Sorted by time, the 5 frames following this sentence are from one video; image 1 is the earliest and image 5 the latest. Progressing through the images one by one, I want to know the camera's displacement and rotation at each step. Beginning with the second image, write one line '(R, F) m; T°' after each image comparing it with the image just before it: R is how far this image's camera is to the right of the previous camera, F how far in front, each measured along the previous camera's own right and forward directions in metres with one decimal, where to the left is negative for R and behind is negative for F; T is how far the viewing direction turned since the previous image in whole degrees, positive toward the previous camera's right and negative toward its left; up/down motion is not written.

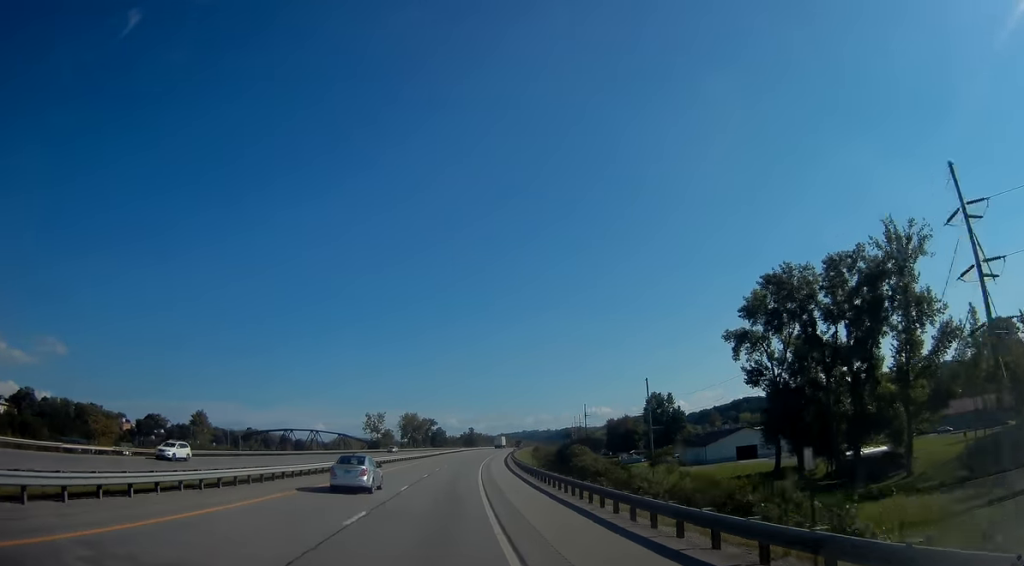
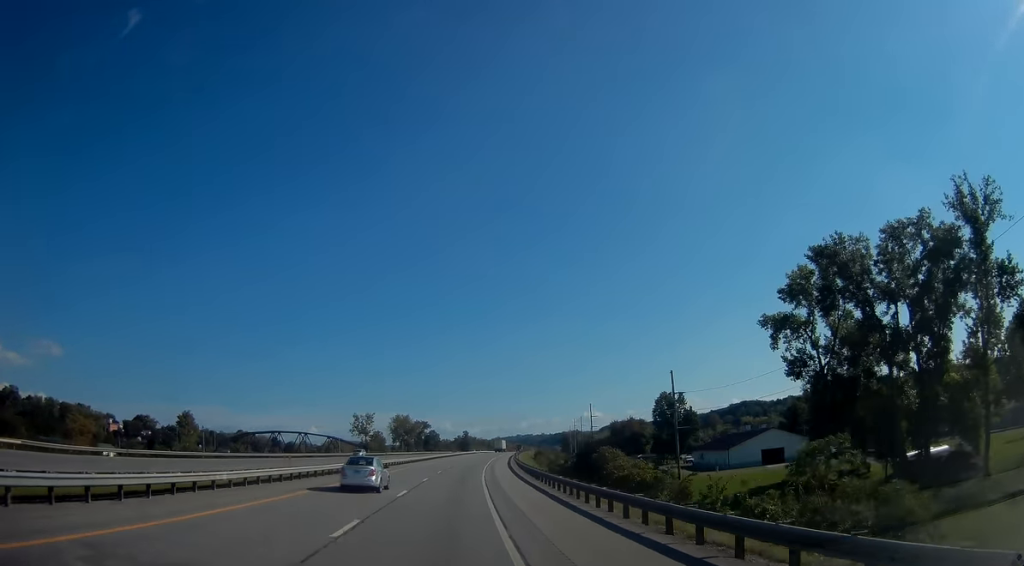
(-0.1, +14.2) m; +1°
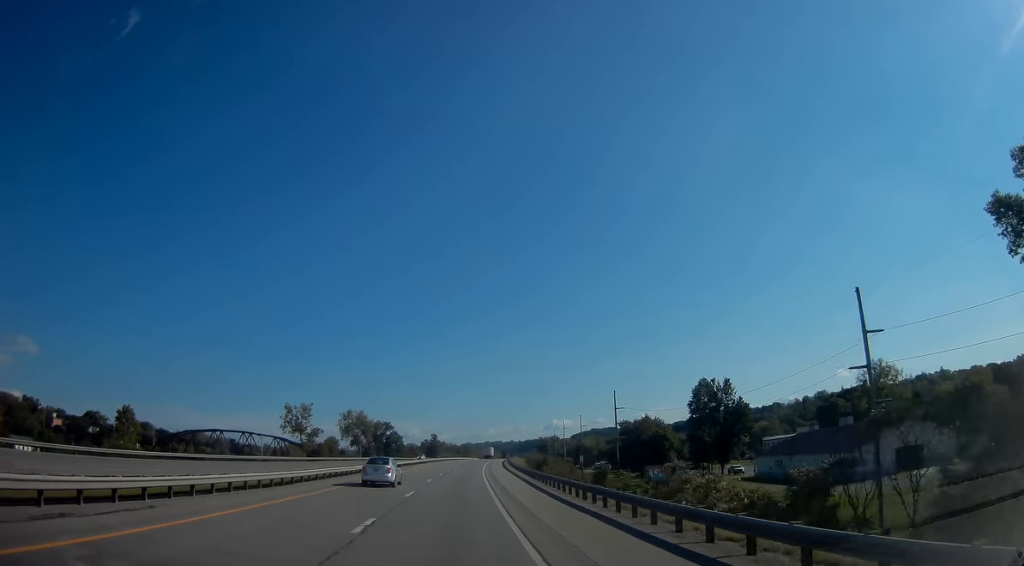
(+1.7, +47.9) m; +3°
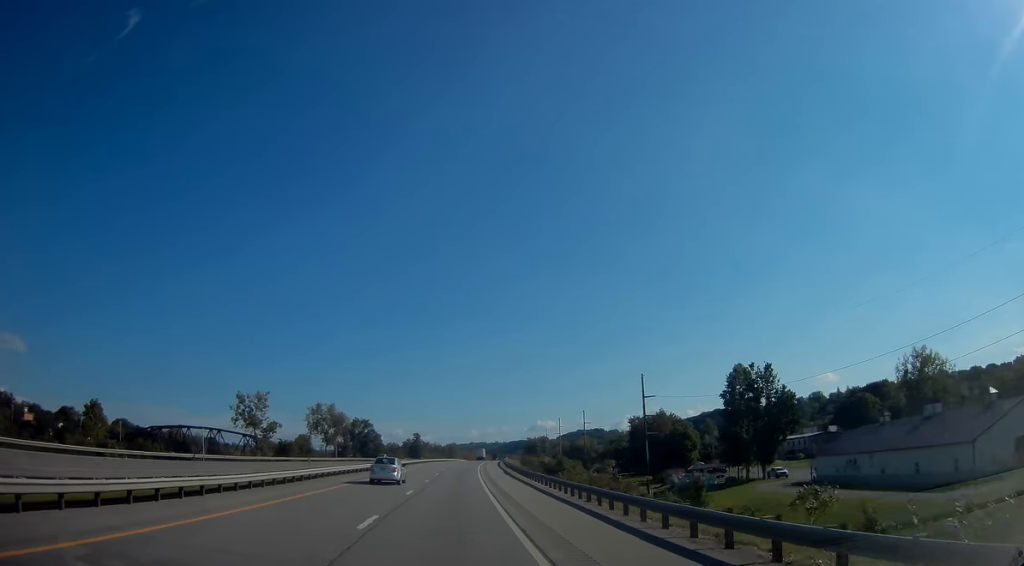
(+0.2, +23.8) m; +1°
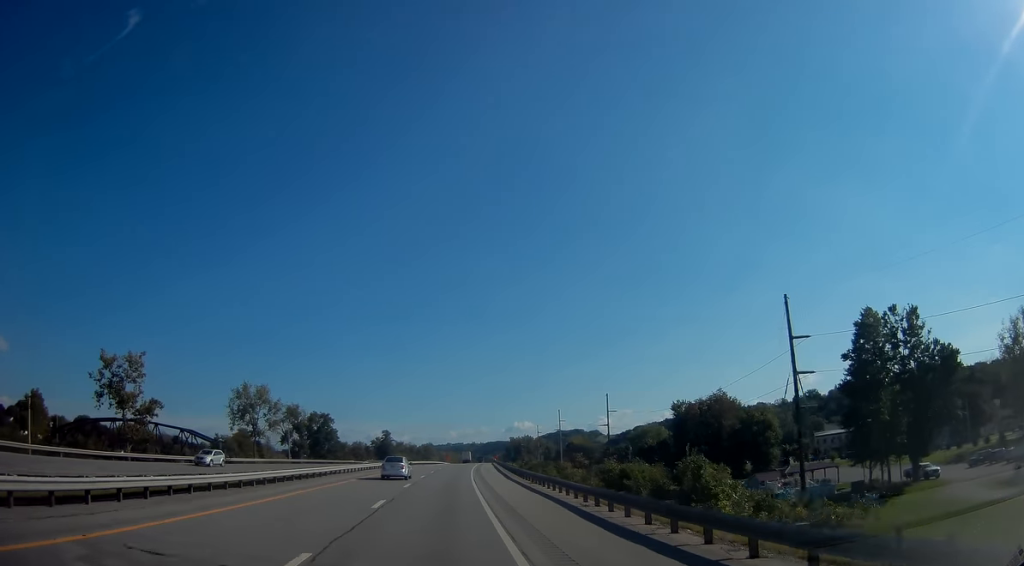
(+0.9, +43.5) m; +3°
